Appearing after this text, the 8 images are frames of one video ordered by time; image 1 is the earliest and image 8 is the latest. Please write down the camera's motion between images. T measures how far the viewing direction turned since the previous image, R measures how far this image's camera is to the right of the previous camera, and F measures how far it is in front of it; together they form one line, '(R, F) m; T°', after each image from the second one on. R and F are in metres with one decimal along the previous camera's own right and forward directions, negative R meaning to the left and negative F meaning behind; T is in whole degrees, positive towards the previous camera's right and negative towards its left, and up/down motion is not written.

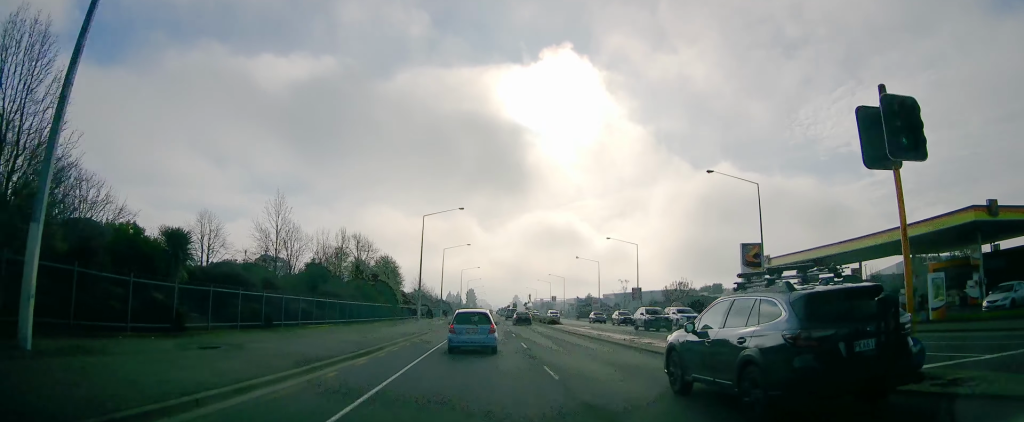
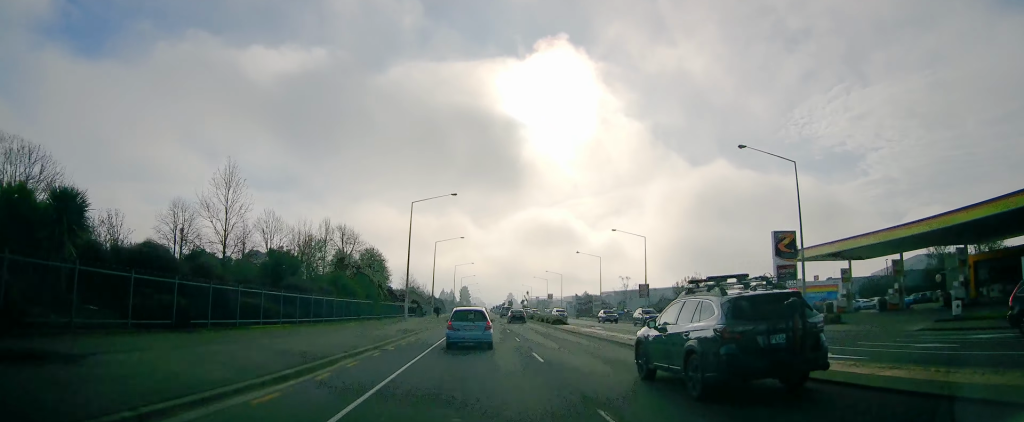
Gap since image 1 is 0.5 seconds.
(-0.1, +7.0) m; -1°
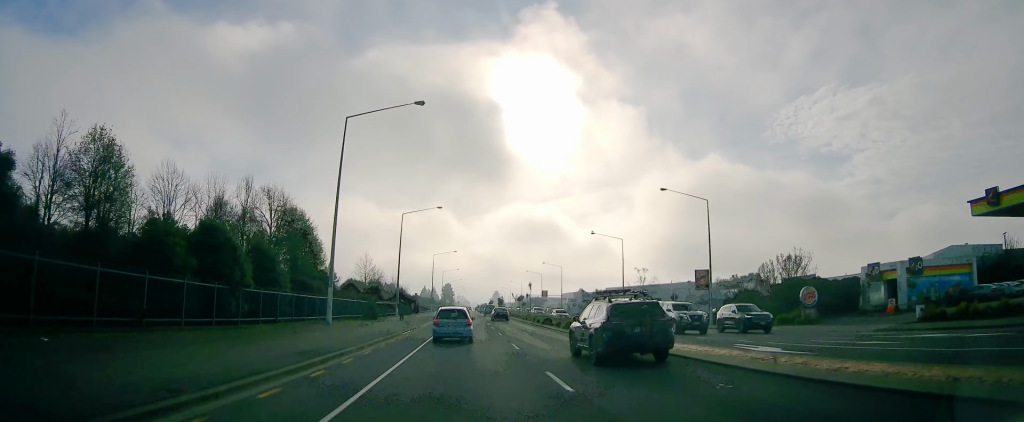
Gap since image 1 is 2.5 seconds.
(-0.4, +26.4) m; -1°
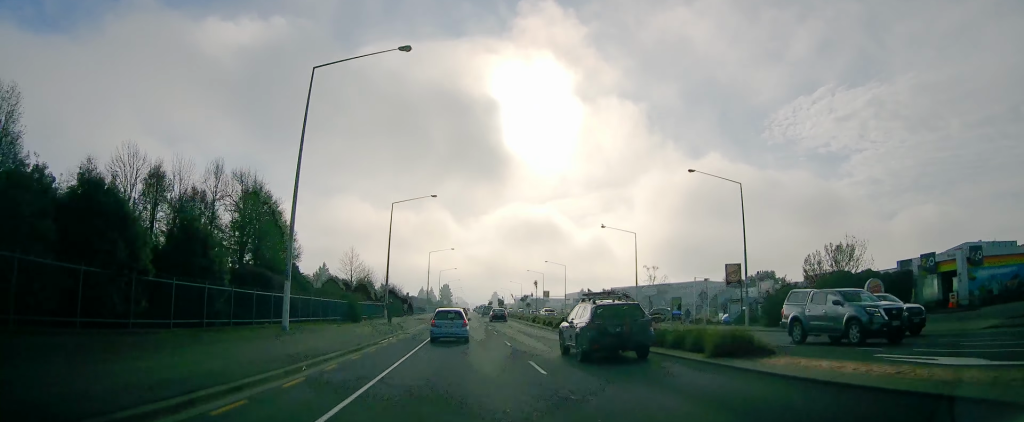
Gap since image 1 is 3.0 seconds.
(0.0, +7.3) m; 0°
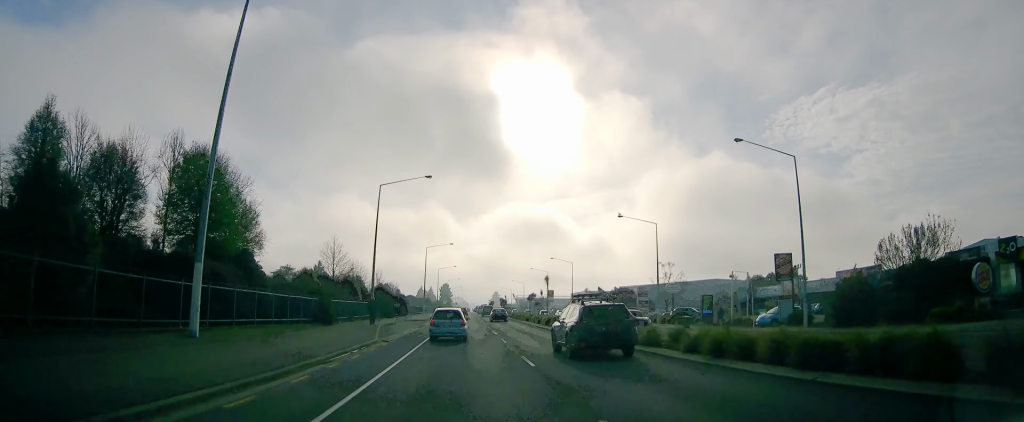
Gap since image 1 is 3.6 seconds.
(0.0, +8.4) m; 0°
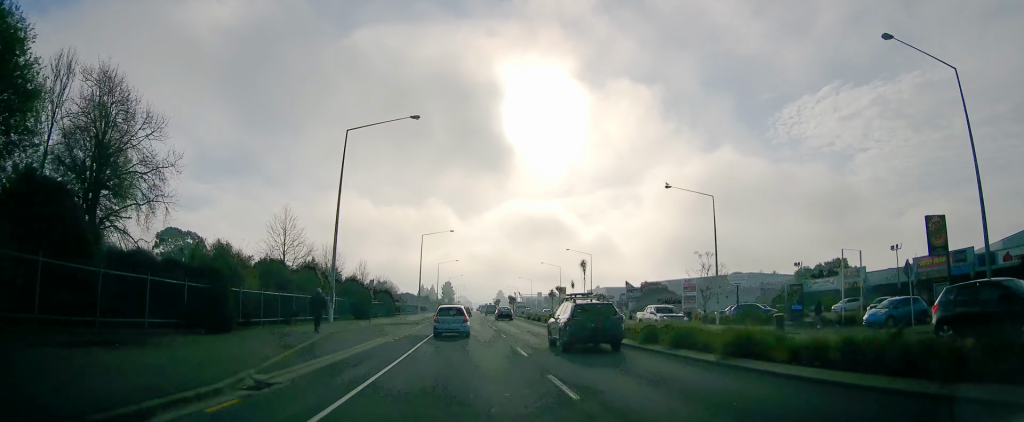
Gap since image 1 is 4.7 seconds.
(-0.1, +15.3) m; -1°
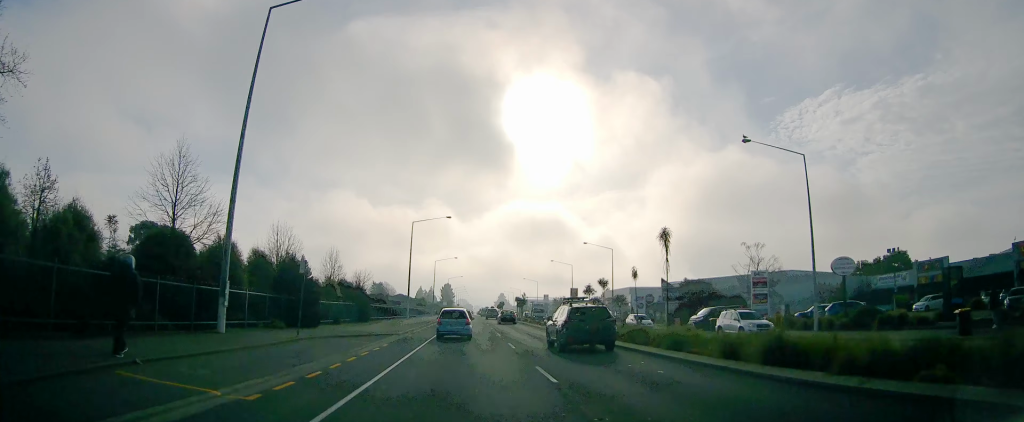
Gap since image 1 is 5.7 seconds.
(-0.2, +15.4) m; -1°
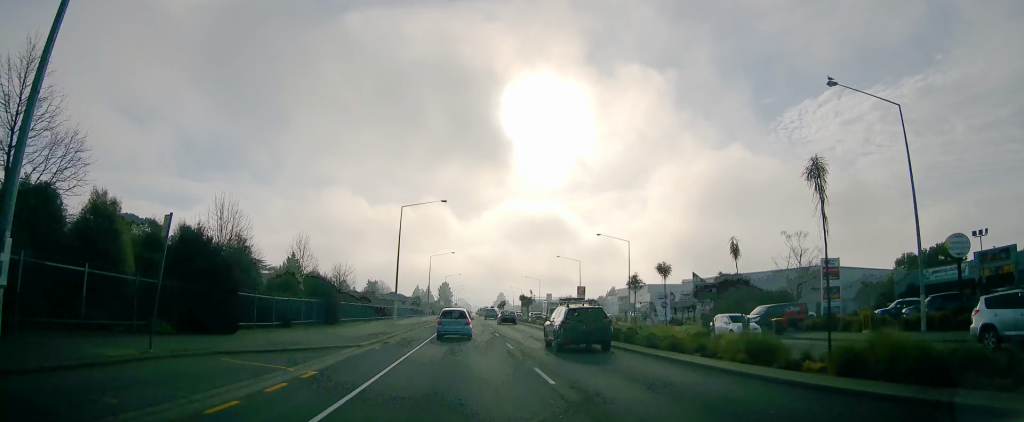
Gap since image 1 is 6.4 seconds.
(0.0, +10.2) m; +1°
